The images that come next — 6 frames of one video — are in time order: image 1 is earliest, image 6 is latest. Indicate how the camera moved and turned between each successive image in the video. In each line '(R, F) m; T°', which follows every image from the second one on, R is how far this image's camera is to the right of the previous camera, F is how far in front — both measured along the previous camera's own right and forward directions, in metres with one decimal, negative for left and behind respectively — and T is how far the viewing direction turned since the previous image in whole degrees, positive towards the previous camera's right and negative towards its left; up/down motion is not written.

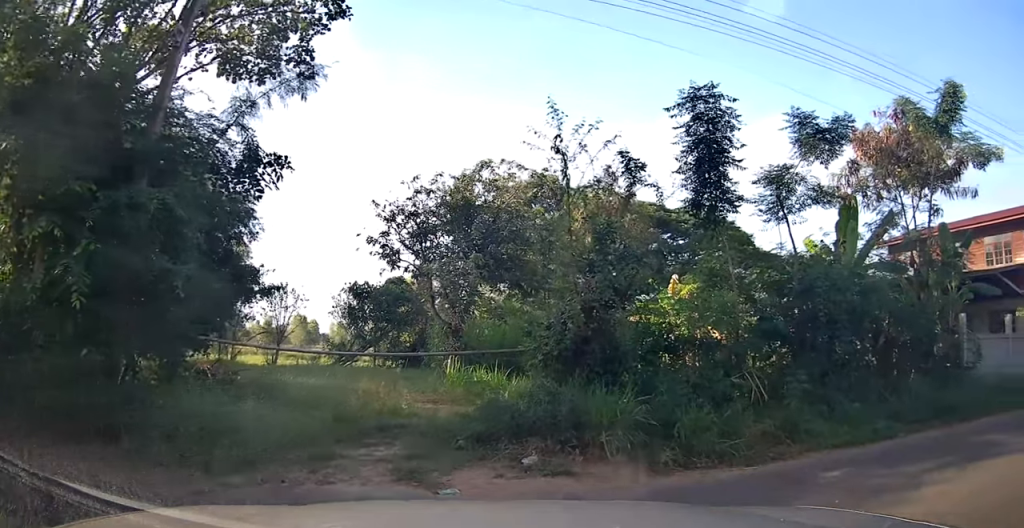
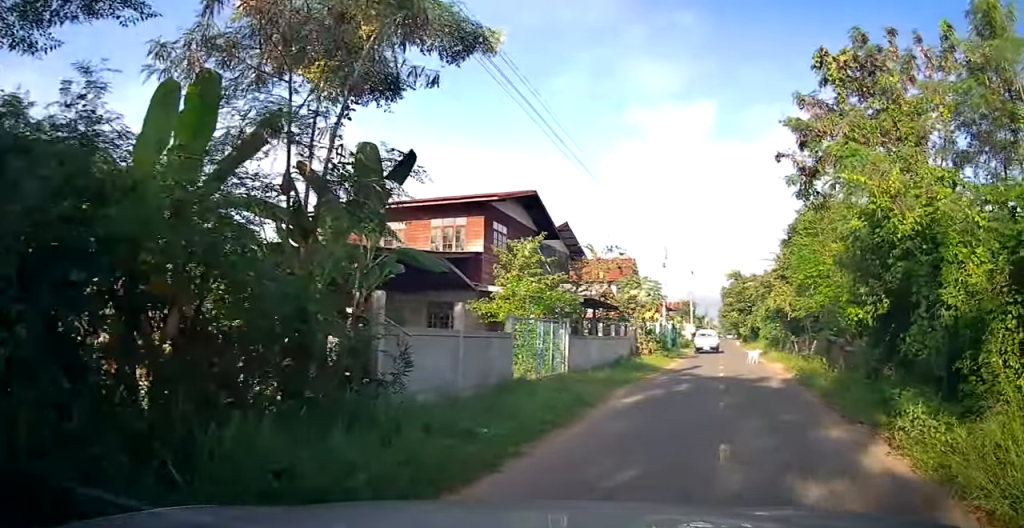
(+1.4, +4.0) m; +38°
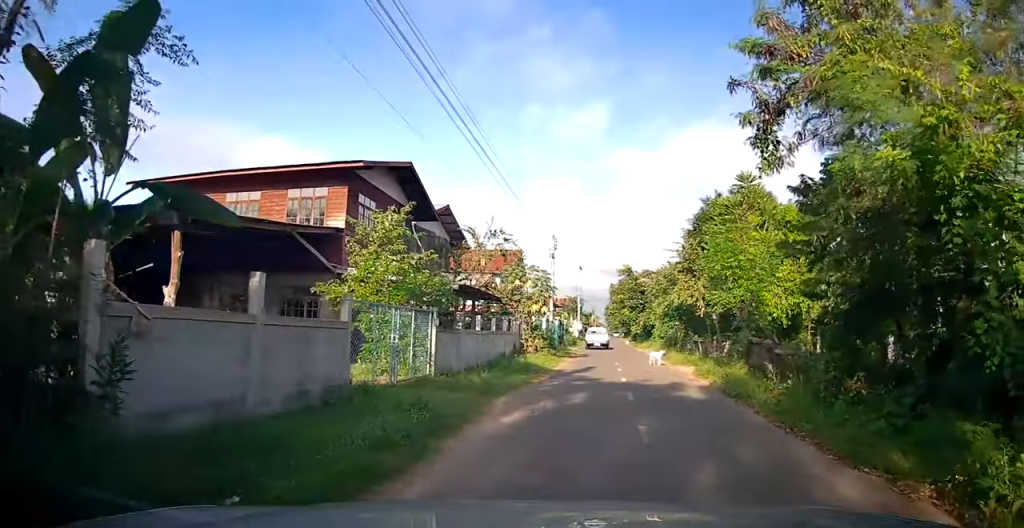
(+0.1, +2.6) m; +6°
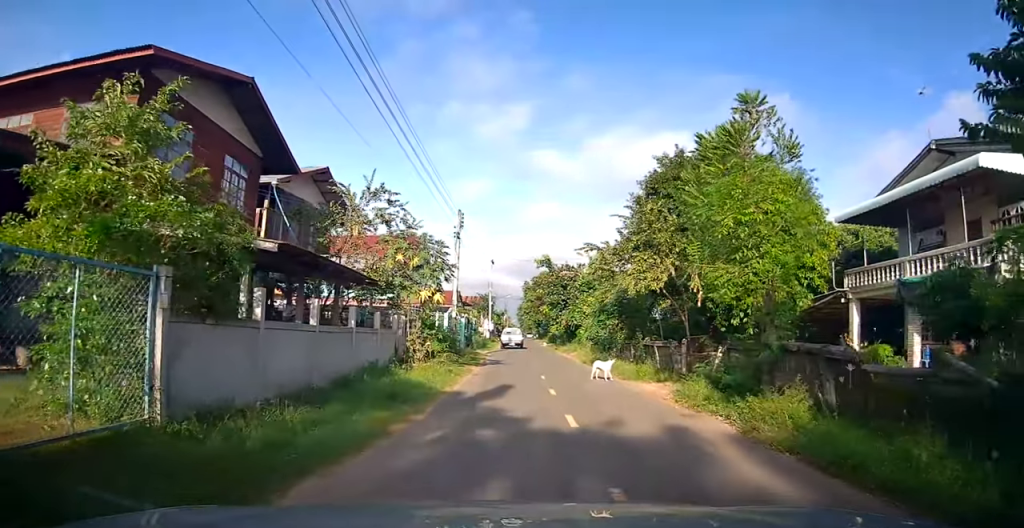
(+0.7, +6.5) m; +9°
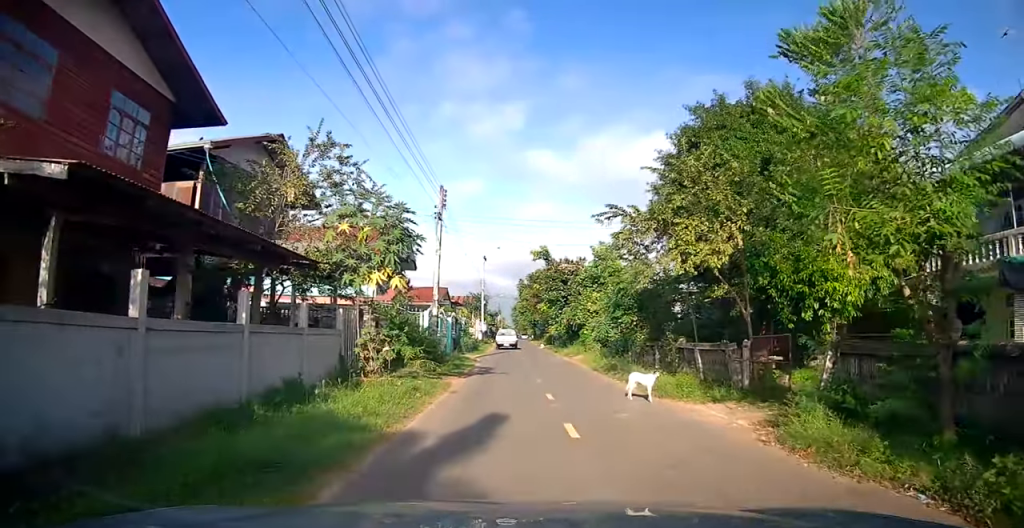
(+0.1, +4.5) m; +1°
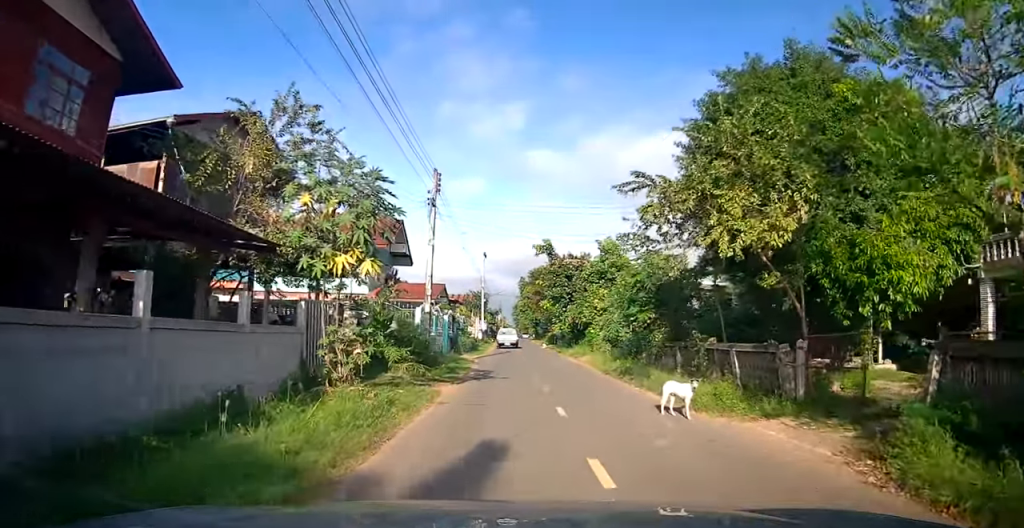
(-0.1, +2.0) m; 0°
